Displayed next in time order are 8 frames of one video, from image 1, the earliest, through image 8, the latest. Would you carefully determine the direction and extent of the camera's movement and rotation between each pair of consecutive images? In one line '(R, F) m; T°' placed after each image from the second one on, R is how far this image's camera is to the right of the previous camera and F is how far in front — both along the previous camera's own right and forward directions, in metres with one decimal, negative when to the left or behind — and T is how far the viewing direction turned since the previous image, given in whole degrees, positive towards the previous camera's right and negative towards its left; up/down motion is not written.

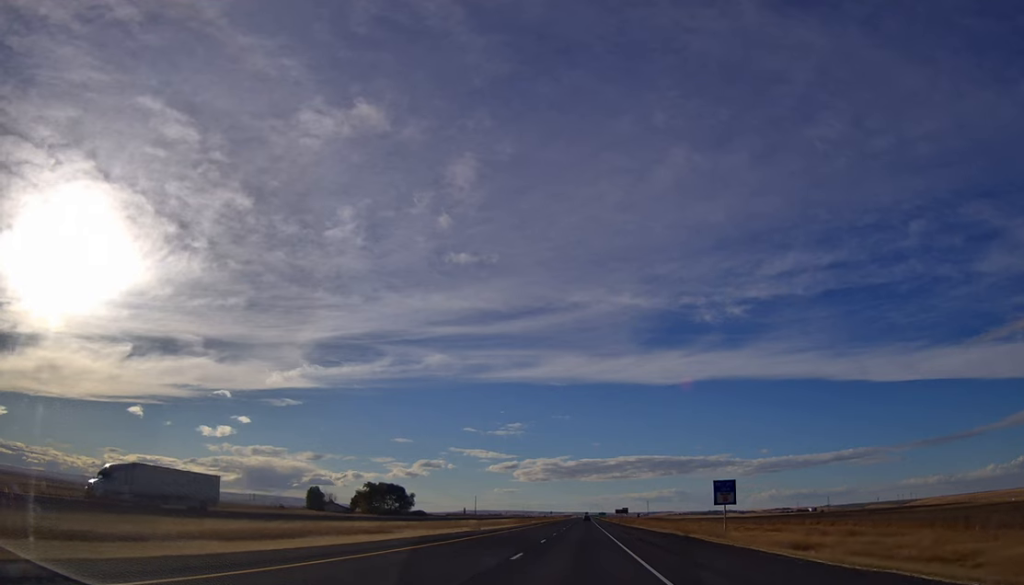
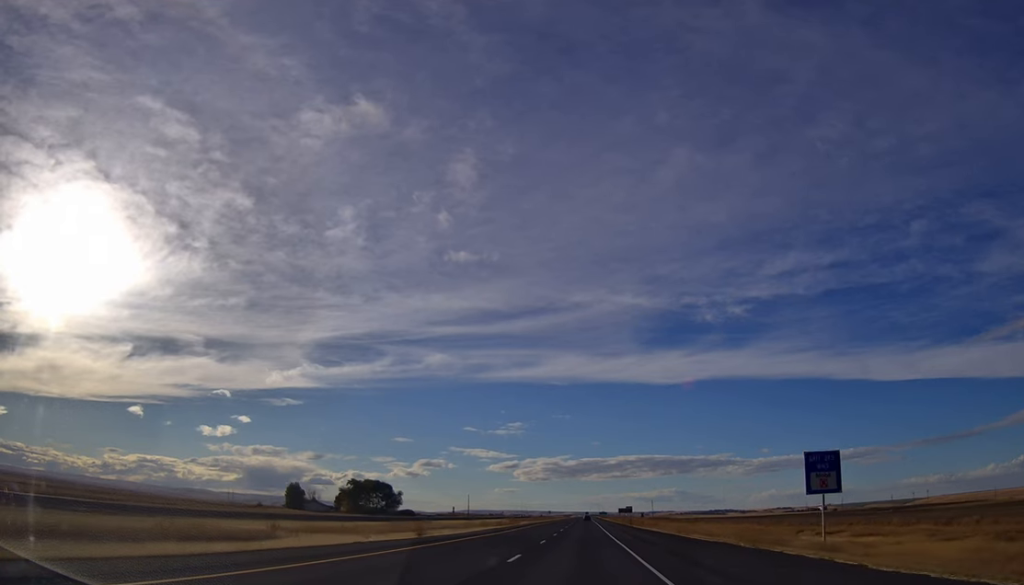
(0.0, +25.5) m; 0°
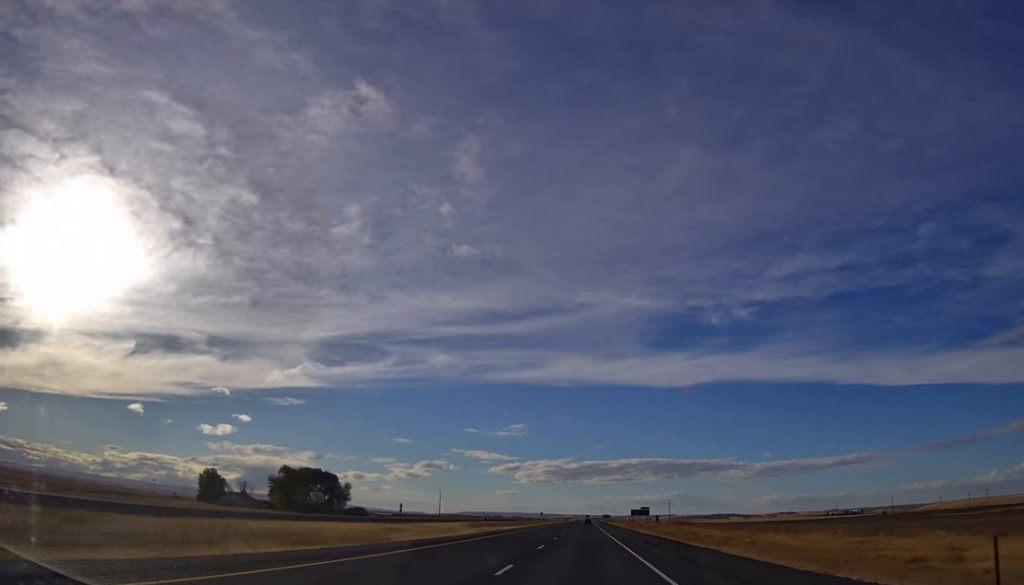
(-0.1, +77.7) m; -1°
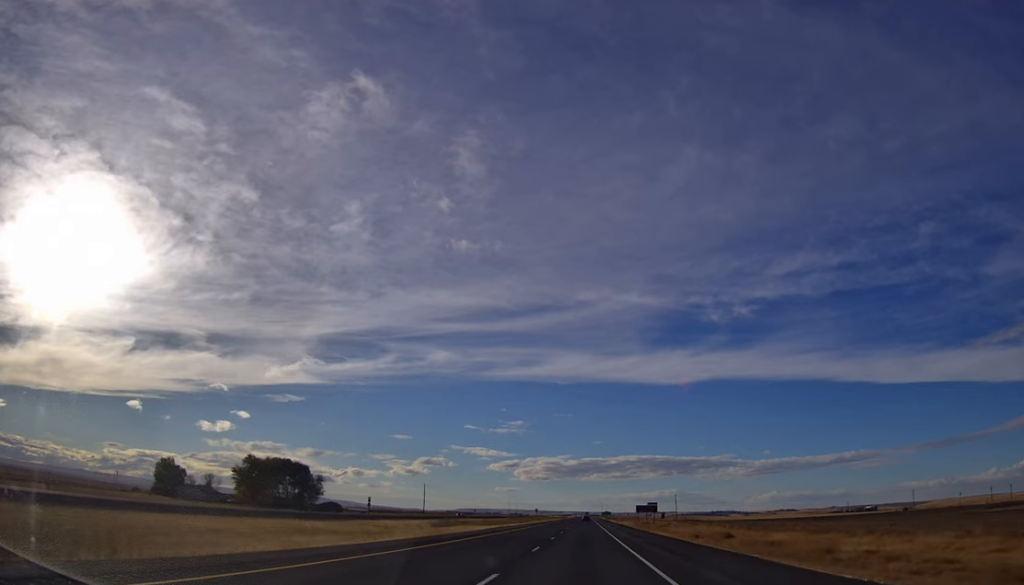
(0.0, +27.7) m; 0°
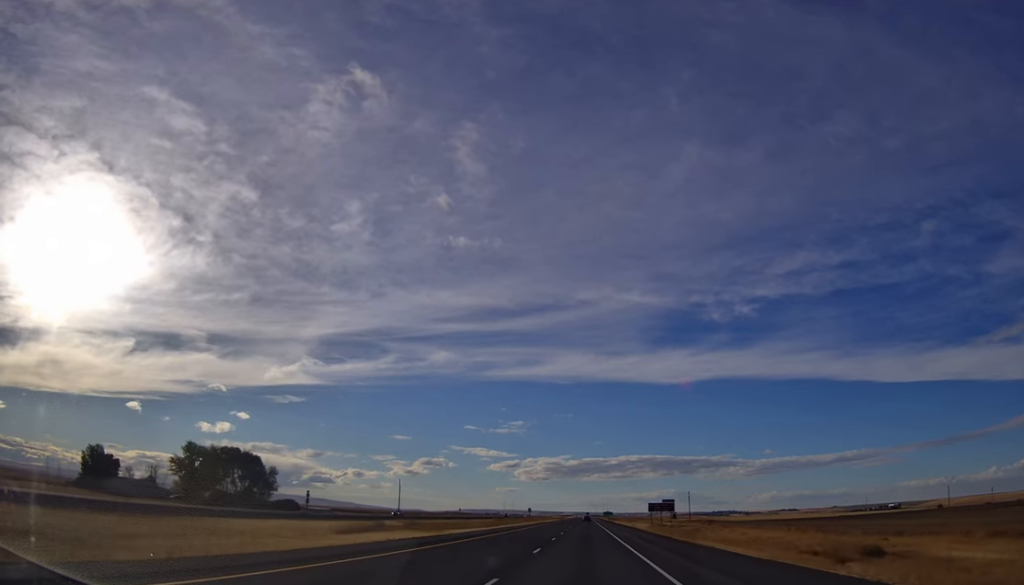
(+0.5, +37.8) m; 0°
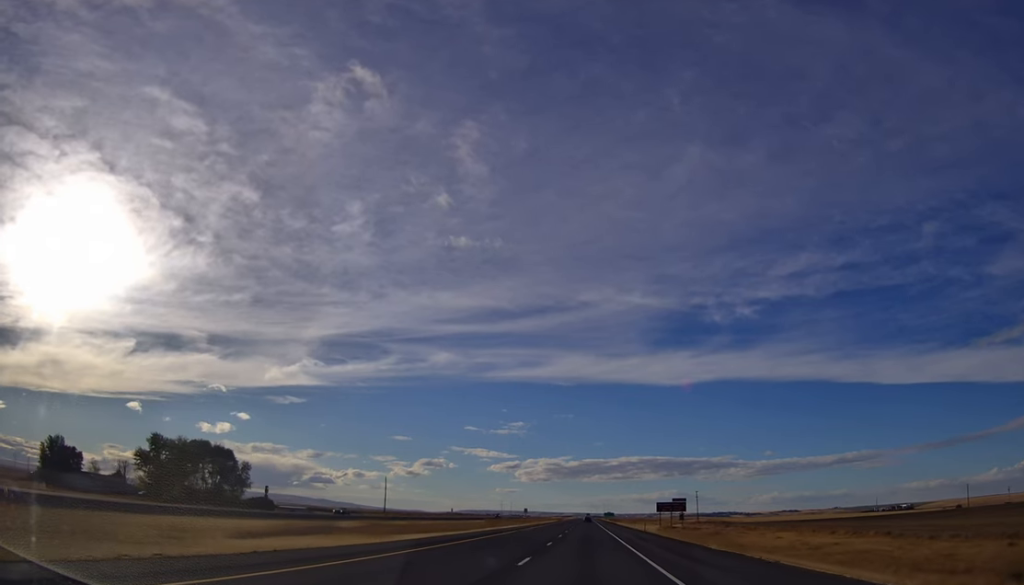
(+0.1, +17.7) m; 0°
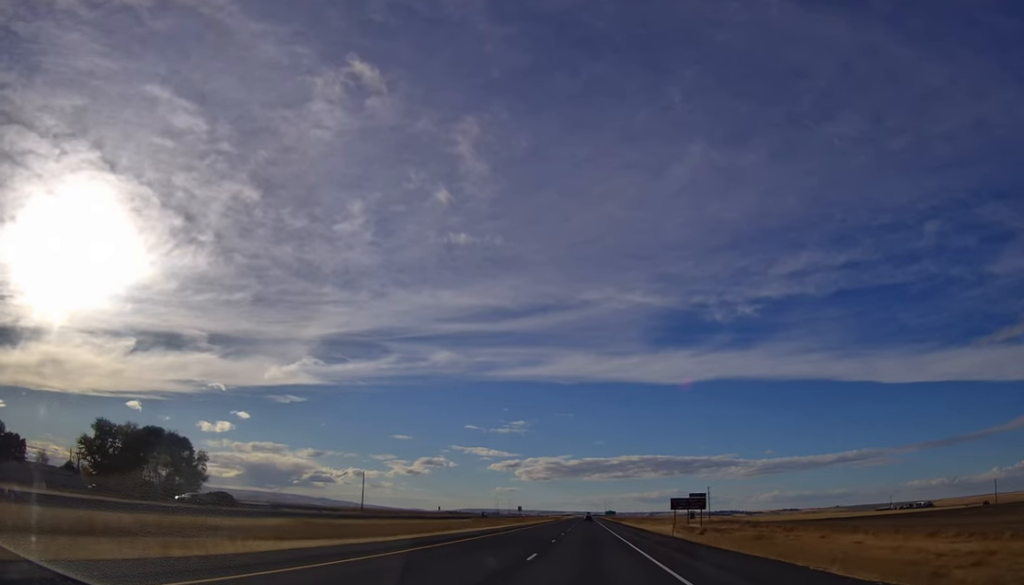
(-0.5, +23.2) m; -1°
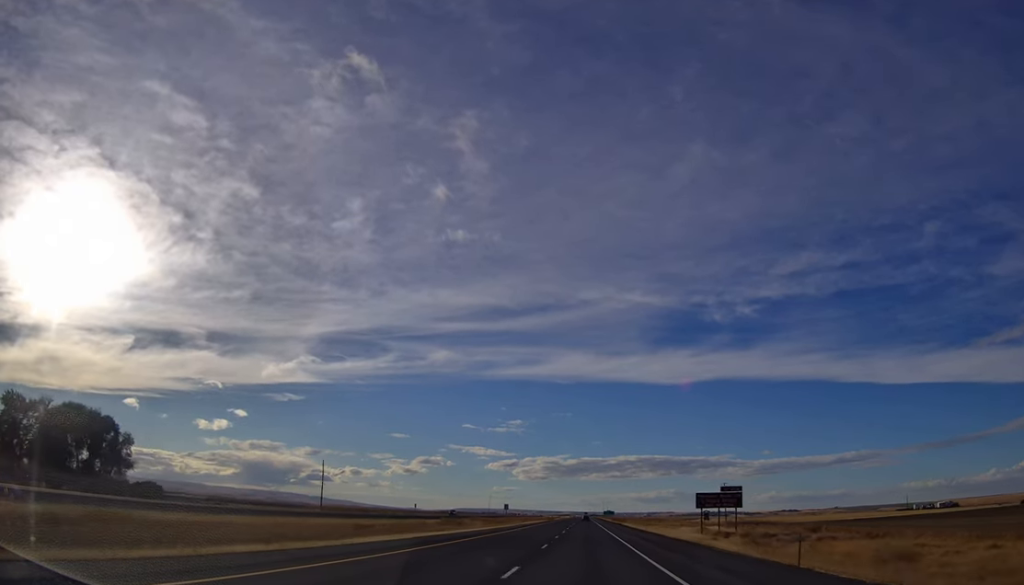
(+0.1, +29.9) m; +1°
